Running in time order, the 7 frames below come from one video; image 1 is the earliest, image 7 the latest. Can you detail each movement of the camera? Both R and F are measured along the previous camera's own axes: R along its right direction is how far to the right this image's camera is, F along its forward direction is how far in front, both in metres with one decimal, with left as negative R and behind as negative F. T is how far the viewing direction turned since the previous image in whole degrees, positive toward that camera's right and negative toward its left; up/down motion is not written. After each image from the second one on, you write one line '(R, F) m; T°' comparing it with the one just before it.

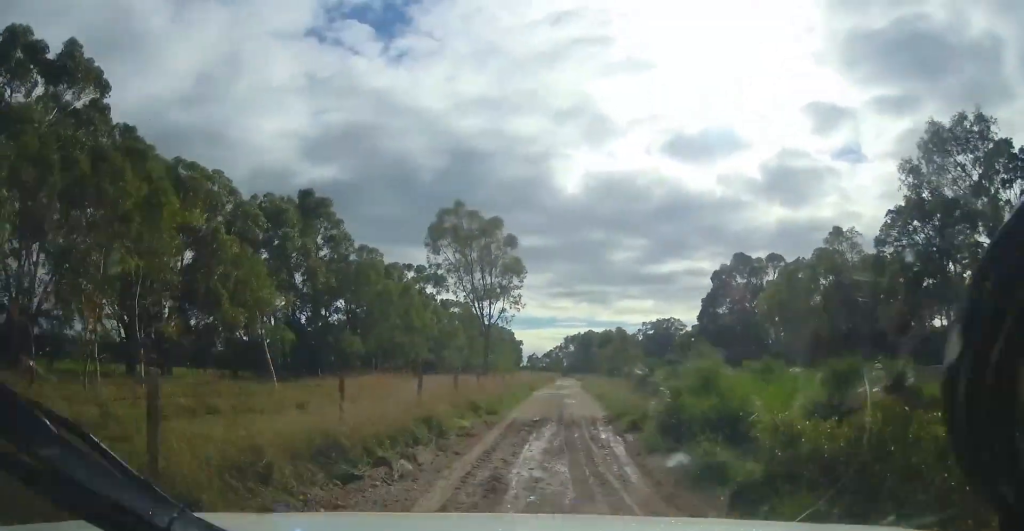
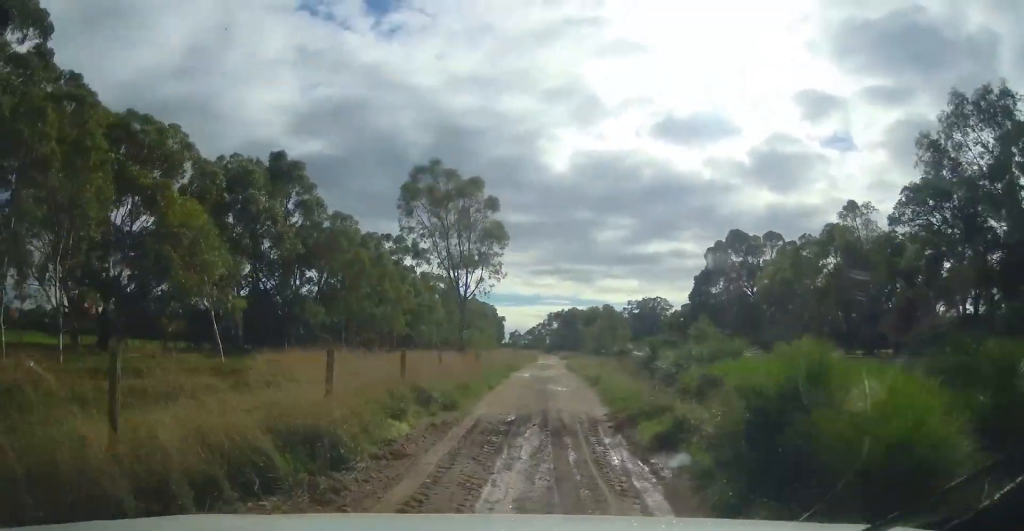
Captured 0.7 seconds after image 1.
(0.0, +4.6) m; -1°
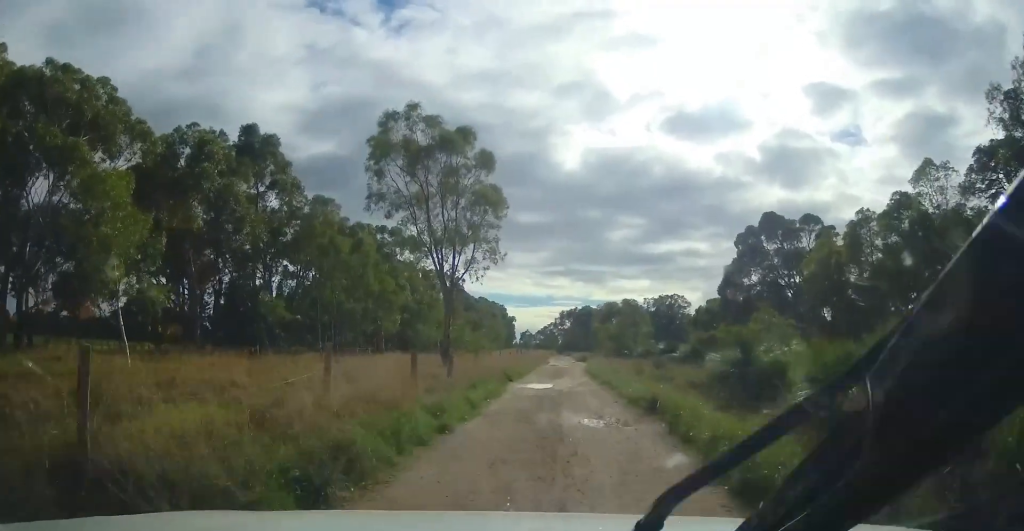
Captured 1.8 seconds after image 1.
(-0.1, +9.1) m; -1°
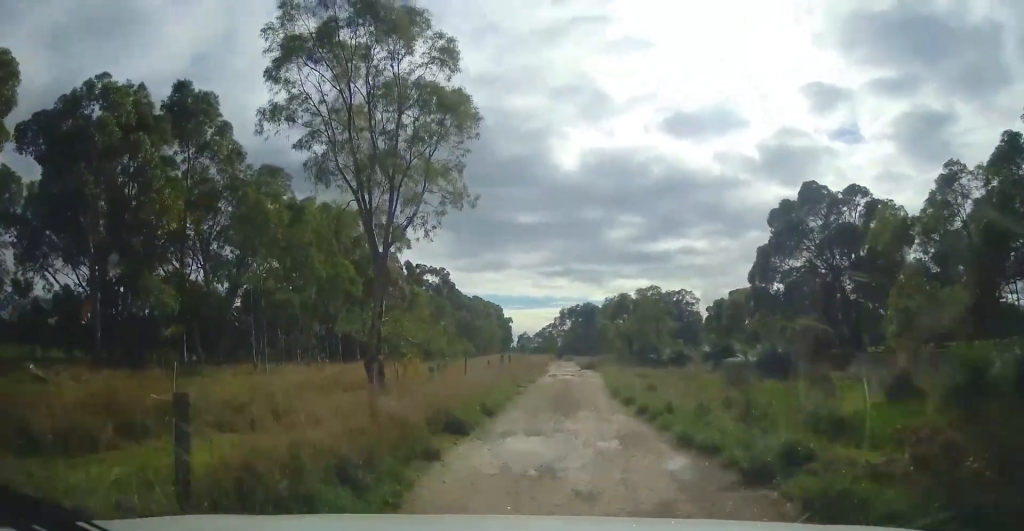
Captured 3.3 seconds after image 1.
(+0.1, +12.6) m; +1°
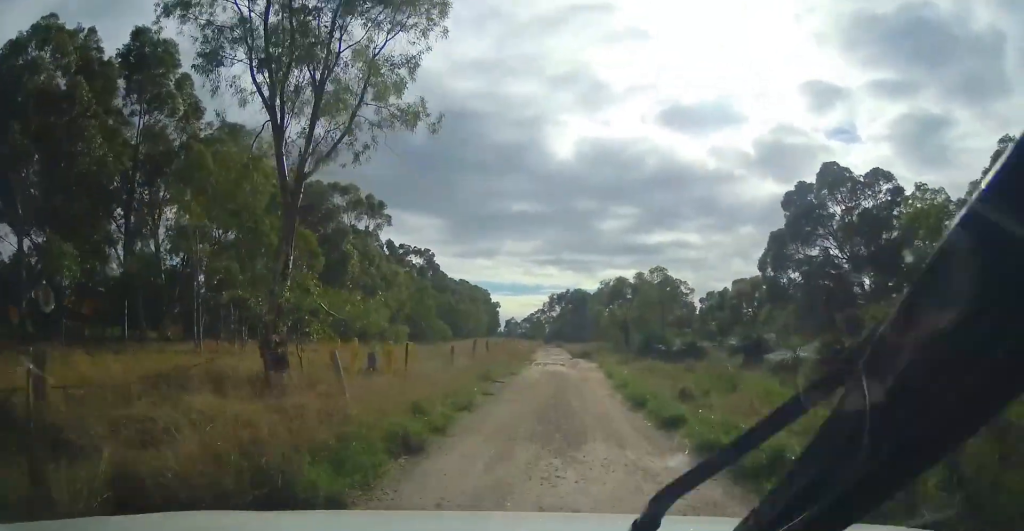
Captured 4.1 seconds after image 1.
(0.0, +6.4) m; 0°
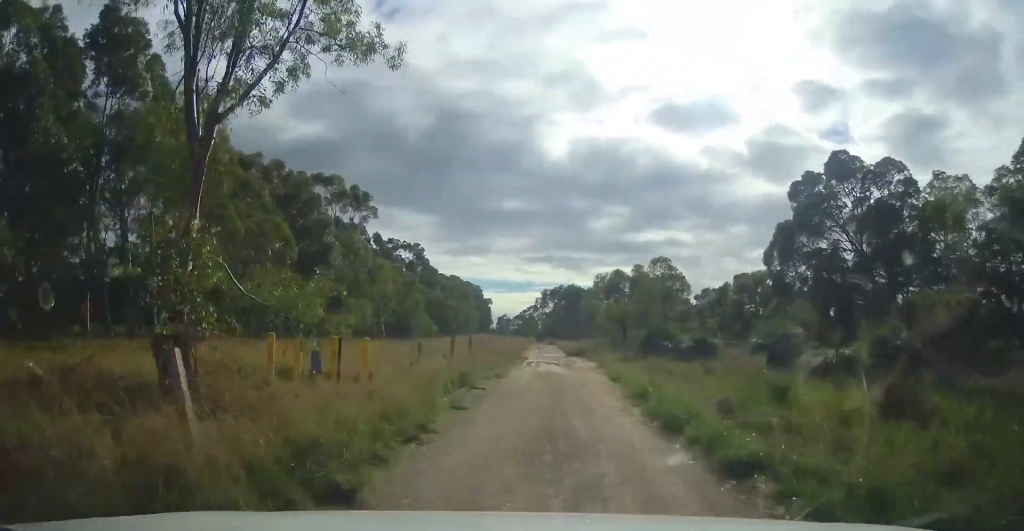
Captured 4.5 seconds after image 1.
(0.0, +3.6) m; 0°
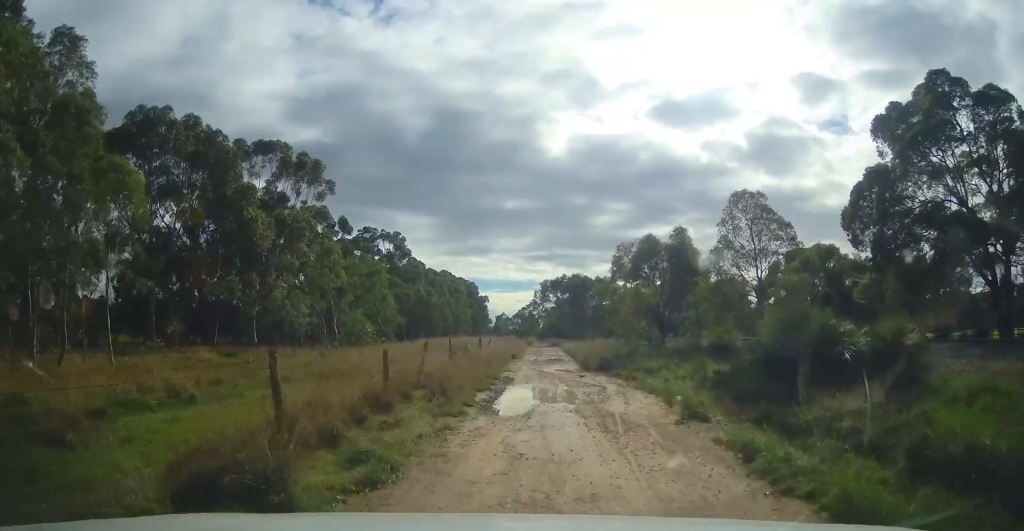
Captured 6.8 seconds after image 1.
(+0.2, +16.0) m; +2°
